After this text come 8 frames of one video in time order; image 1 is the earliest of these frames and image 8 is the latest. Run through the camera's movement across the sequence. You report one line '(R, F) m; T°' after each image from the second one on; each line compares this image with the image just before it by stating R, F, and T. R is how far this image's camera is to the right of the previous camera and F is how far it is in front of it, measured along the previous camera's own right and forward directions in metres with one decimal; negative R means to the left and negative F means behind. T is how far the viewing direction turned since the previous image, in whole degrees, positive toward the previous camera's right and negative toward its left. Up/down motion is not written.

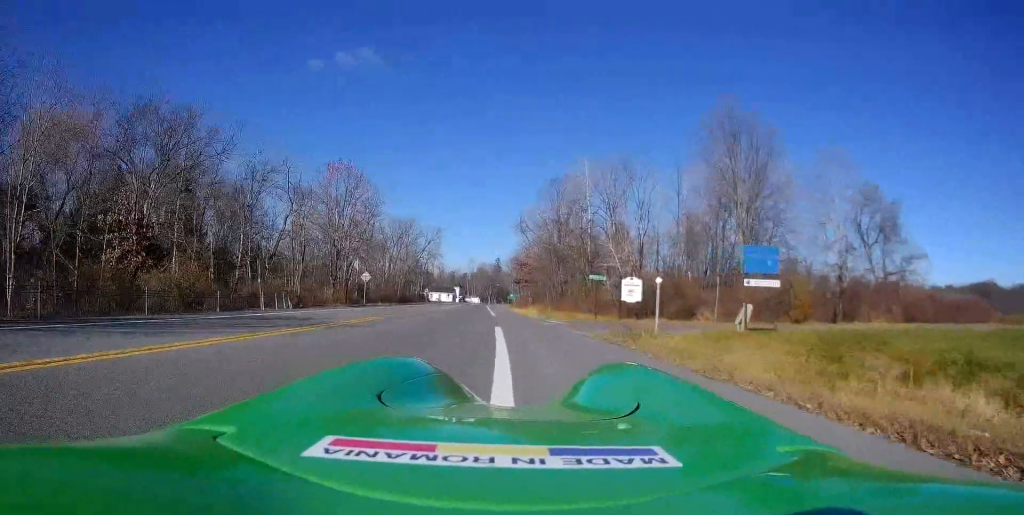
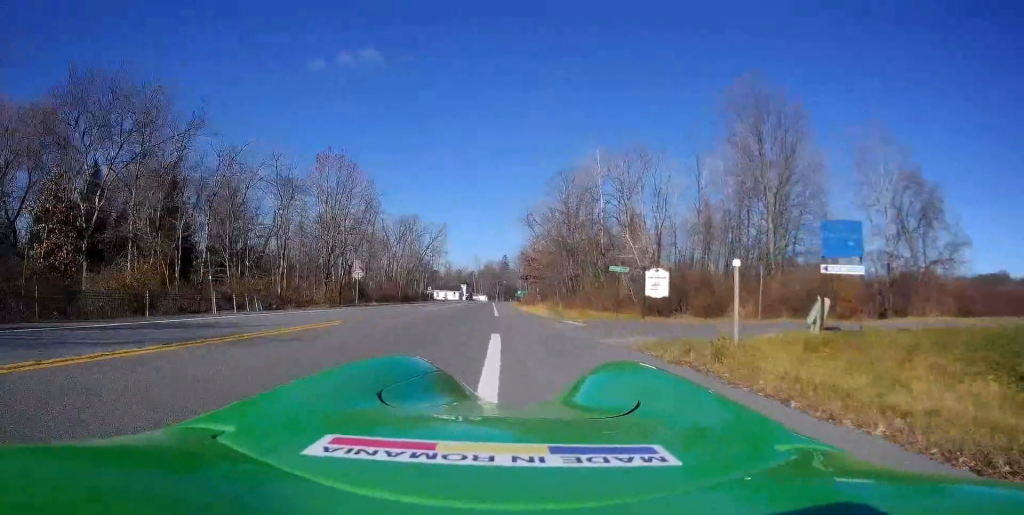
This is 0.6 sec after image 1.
(+0.3, +4.9) m; +2°
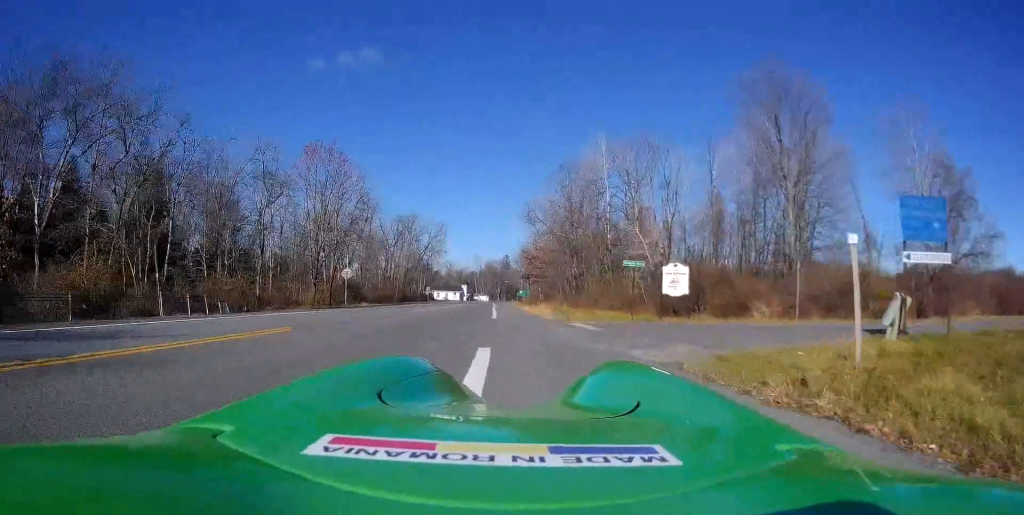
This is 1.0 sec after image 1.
(+0.1, +3.8) m; +1°
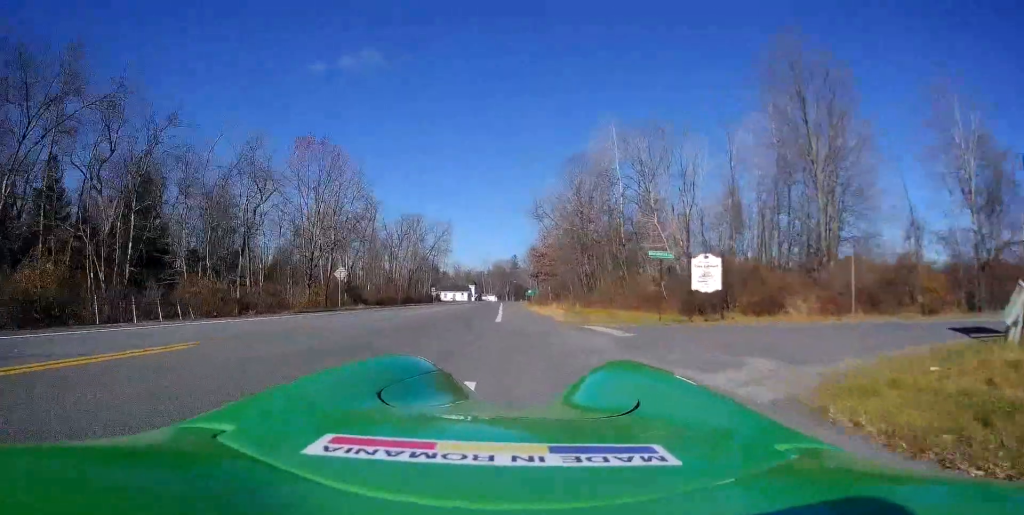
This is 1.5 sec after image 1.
(0.0, +3.5) m; -1°
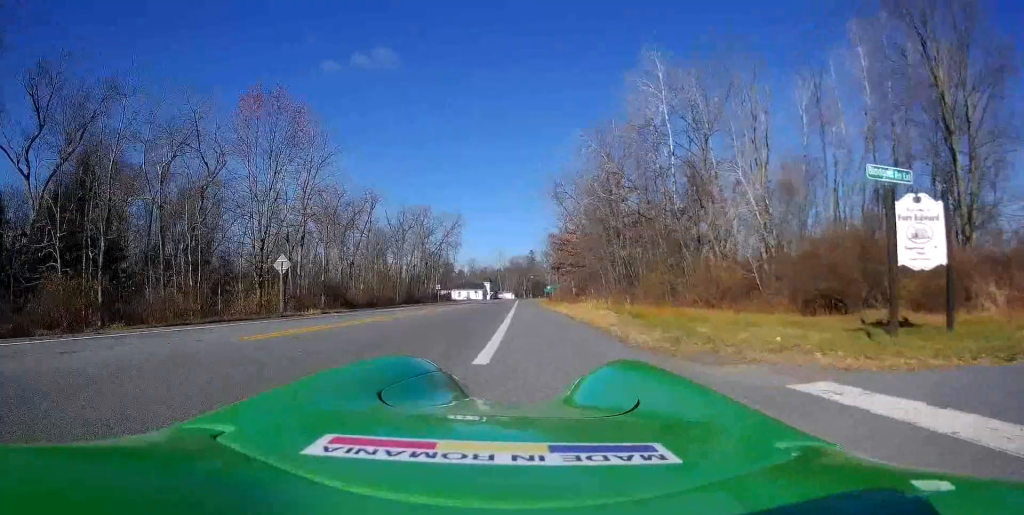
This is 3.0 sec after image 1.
(-0.5, +13.3) m; -3°
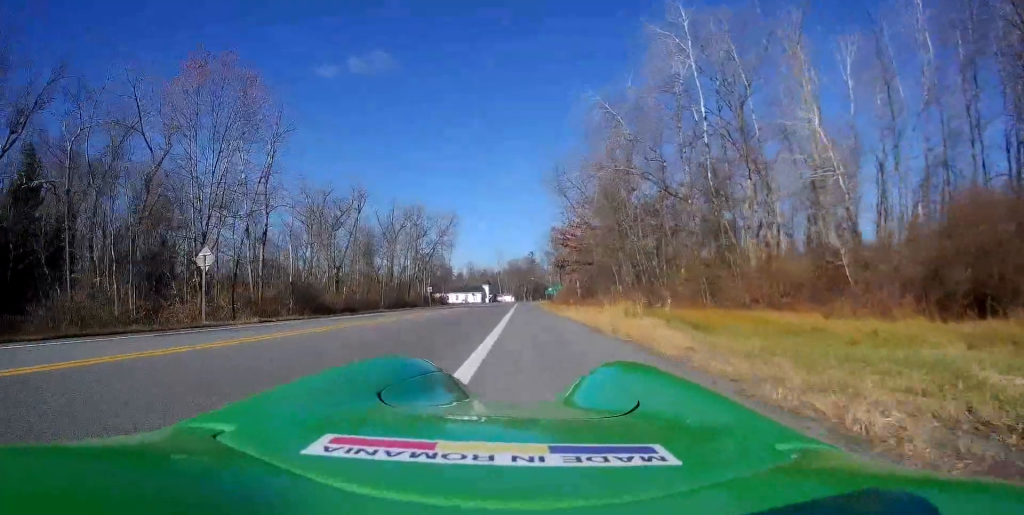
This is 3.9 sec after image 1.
(+0.1, +7.4) m; 0°
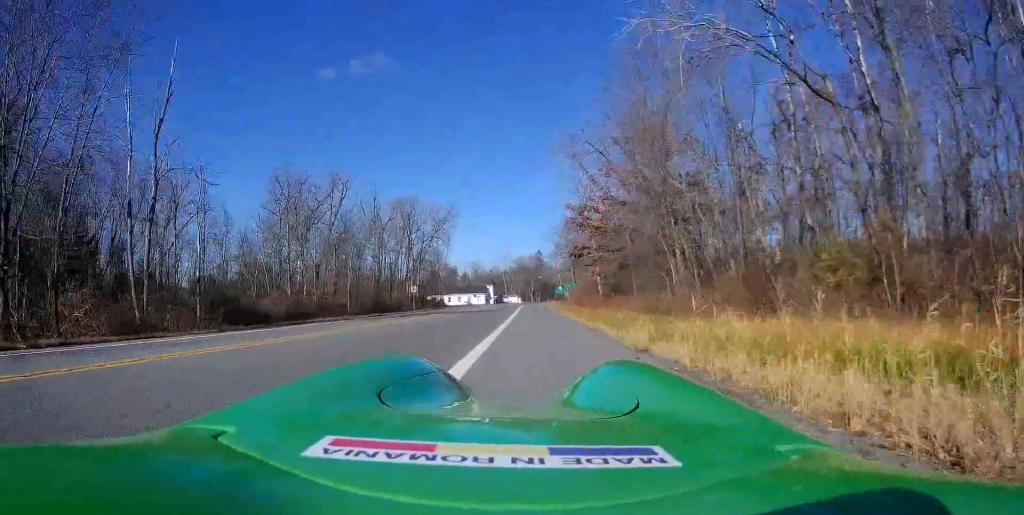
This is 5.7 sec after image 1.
(-0.7, +15.6) m; -3°
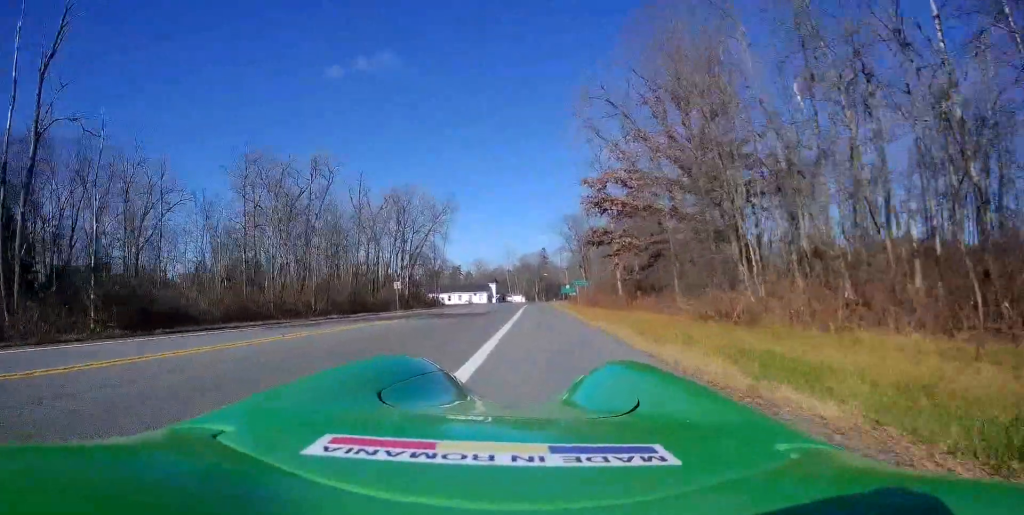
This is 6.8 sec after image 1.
(+0.3, +9.9) m; 0°
